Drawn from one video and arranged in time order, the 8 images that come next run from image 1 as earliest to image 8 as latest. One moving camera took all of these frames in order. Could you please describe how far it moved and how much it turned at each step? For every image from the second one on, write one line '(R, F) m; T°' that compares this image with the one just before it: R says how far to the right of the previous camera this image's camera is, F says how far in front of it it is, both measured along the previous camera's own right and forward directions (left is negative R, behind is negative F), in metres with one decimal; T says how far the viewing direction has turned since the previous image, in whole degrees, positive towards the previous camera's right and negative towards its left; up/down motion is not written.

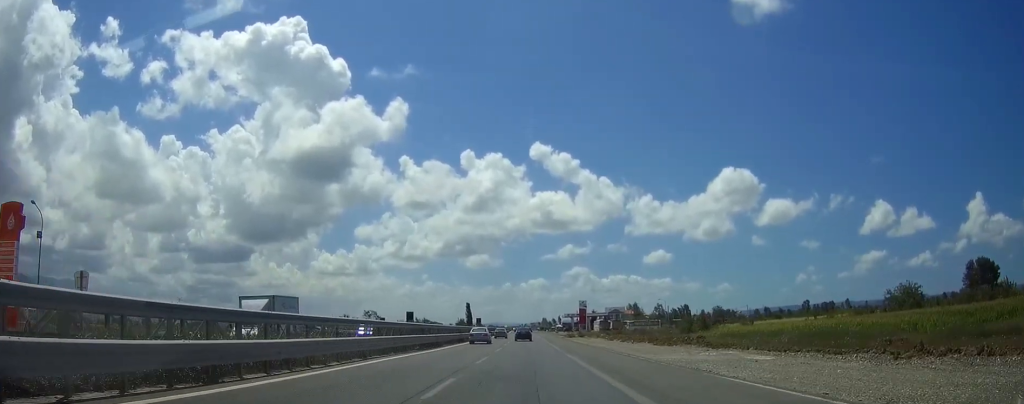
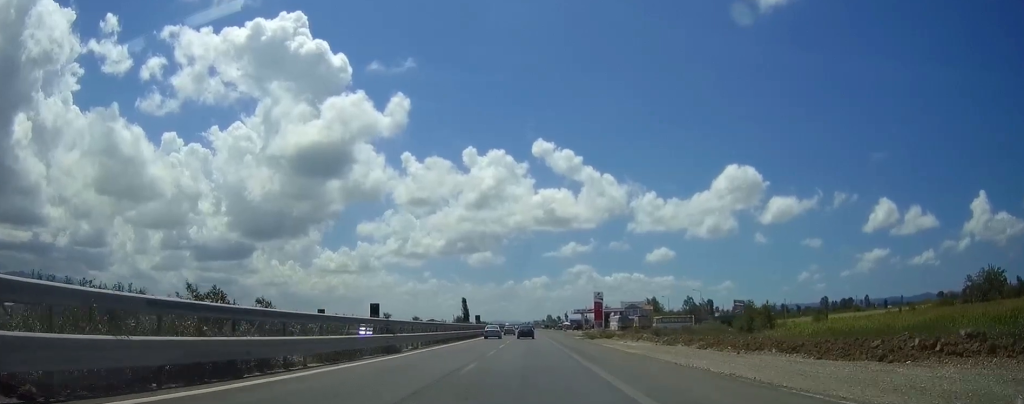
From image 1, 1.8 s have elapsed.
(+0.2, +34.3) m; 0°
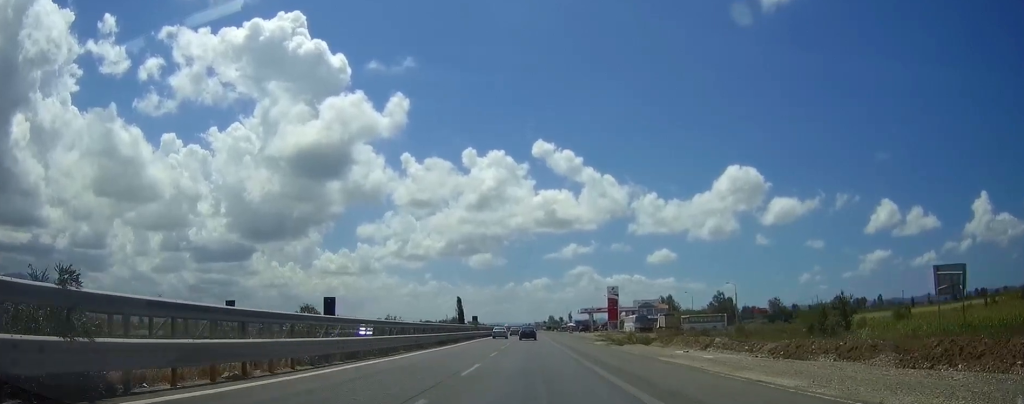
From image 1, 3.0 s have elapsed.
(-0.1, +24.6) m; 0°
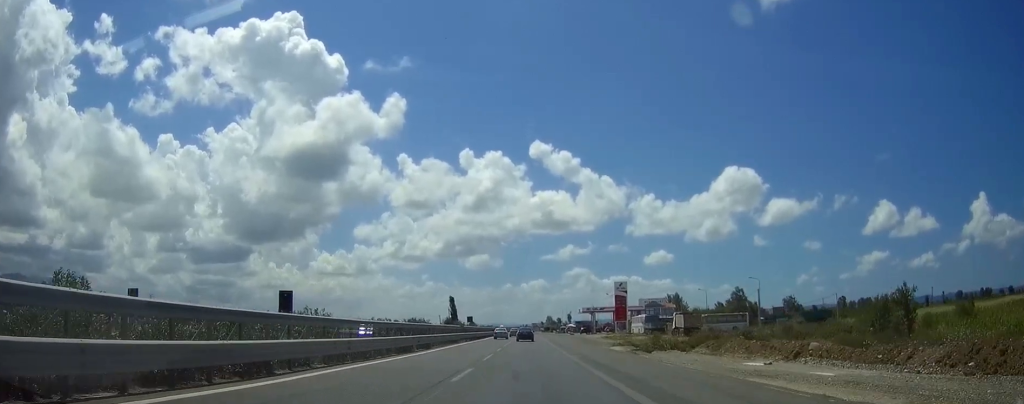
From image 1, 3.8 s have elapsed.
(0.0, +14.3) m; 0°
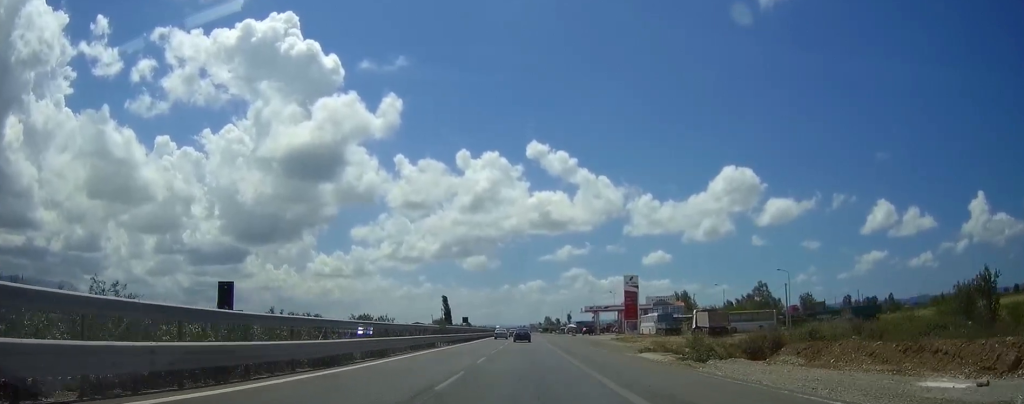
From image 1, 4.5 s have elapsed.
(0.0, +13.6) m; 0°
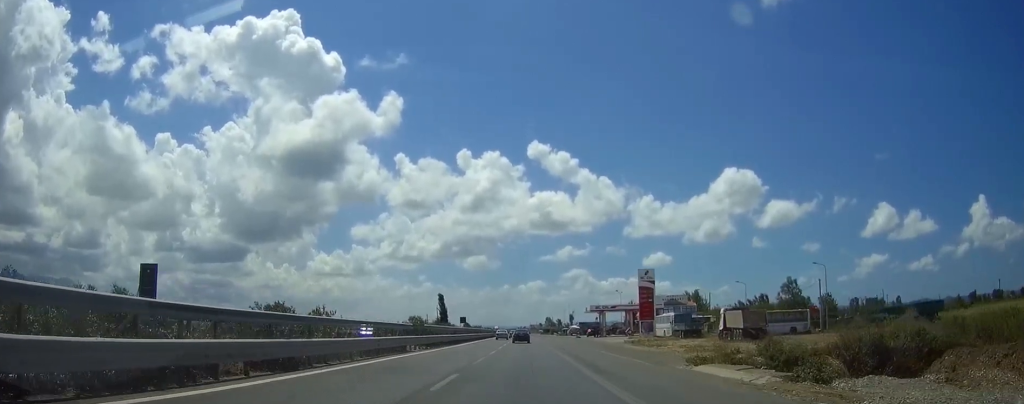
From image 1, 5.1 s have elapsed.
(0.0, +12.4) m; 0°
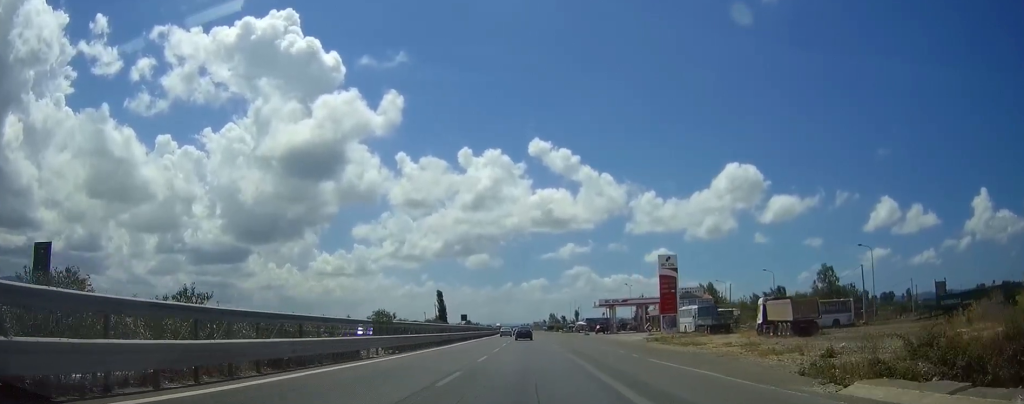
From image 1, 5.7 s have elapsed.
(+0.1, +11.8) m; 0°
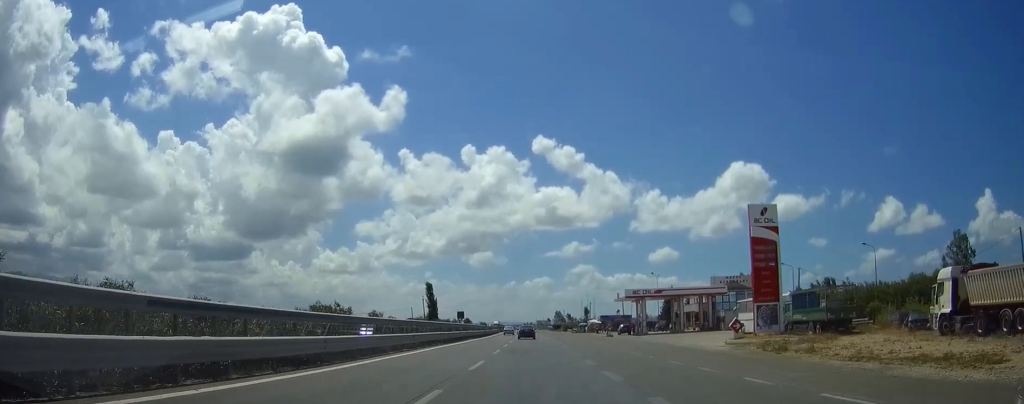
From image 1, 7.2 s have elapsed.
(-0.1, +30.0) m; 0°
